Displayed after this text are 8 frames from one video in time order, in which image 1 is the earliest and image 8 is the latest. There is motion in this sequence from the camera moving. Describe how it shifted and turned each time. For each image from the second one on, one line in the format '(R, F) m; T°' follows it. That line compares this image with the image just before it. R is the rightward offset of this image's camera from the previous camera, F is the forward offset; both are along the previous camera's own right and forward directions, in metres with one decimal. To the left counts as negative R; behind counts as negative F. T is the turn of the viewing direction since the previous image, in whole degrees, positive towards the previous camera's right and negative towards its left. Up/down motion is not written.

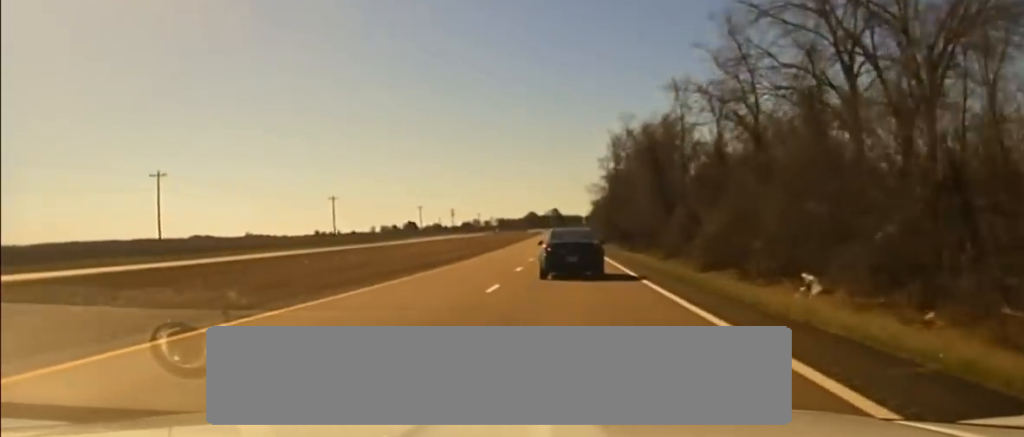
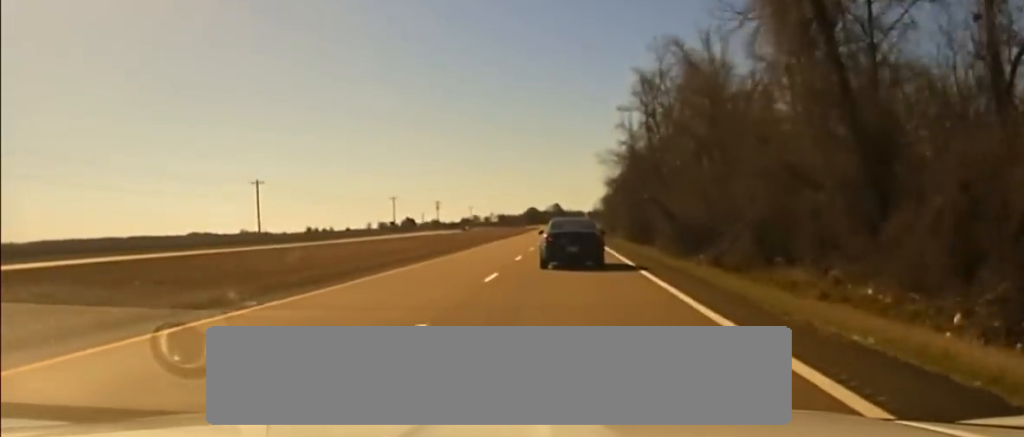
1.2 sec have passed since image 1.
(-0.3, +51.8) m; -1°
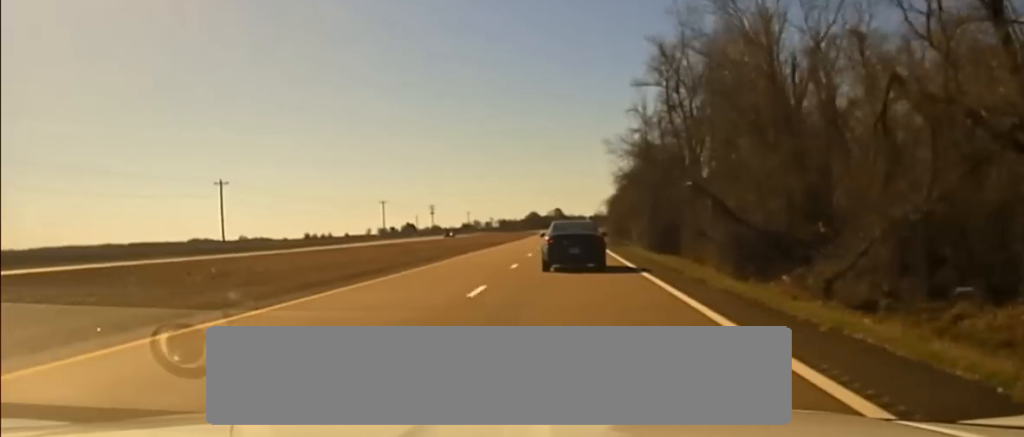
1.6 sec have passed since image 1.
(0.0, +18.3) m; 0°
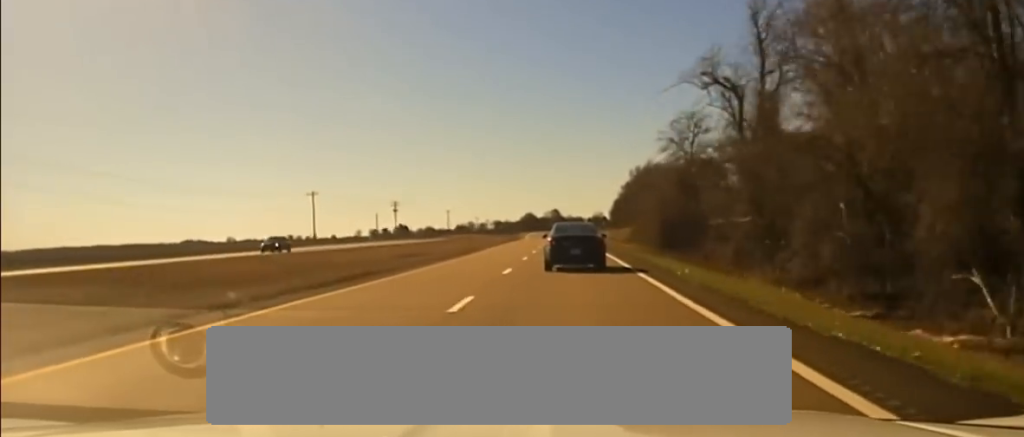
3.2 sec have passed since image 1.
(+0.6, +65.5) m; +1°
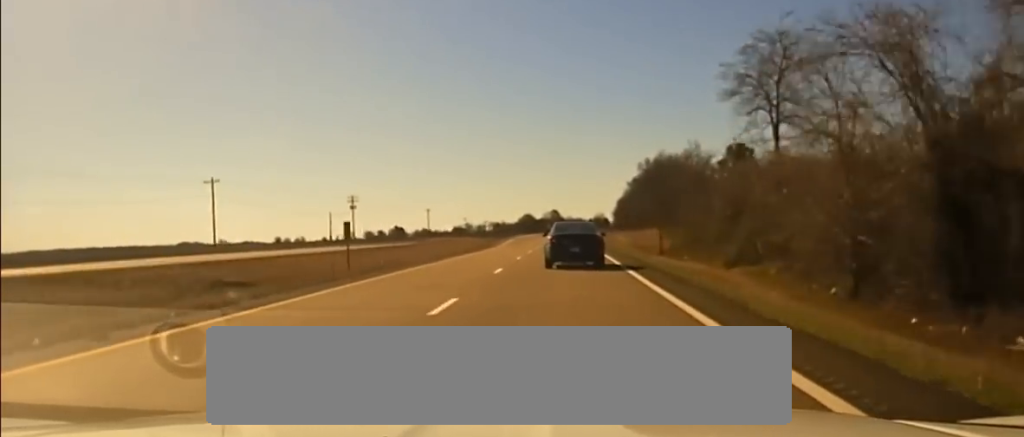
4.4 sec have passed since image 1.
(-0.1, +49.3) m; -1°
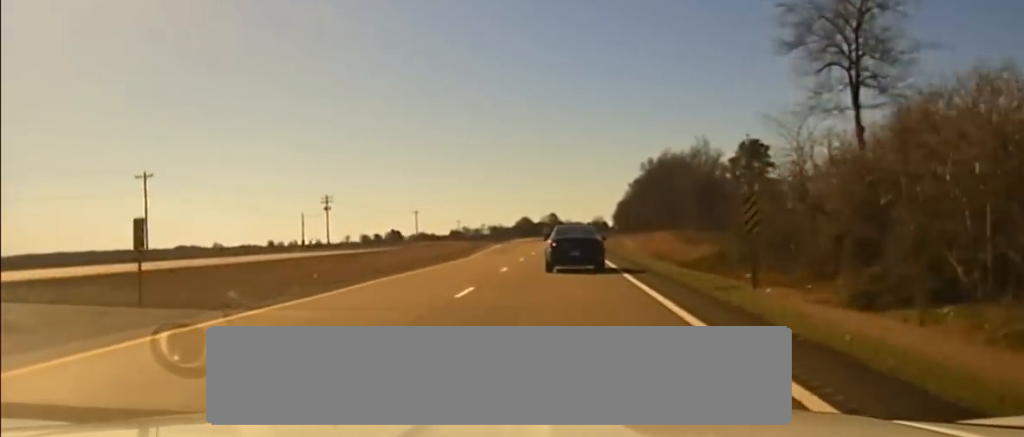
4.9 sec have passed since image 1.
(-0.2, +20.0) m; 0°
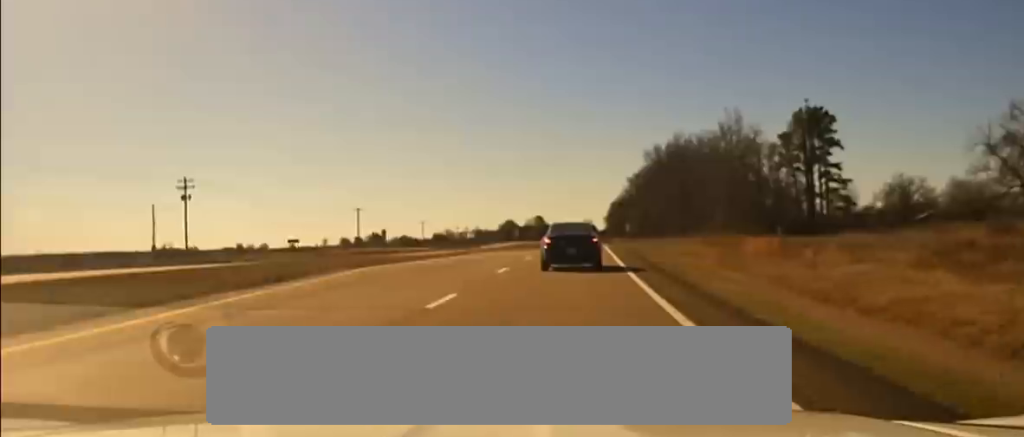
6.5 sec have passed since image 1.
(+0.4, +63.1) m; +1°
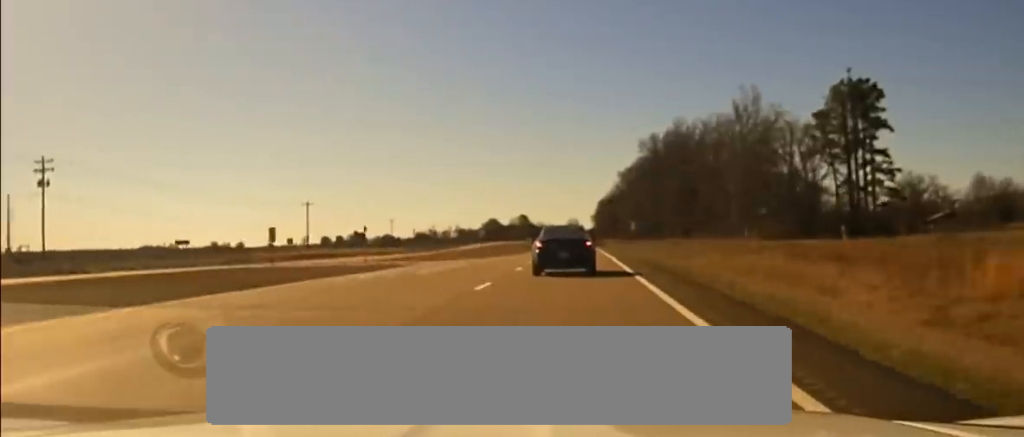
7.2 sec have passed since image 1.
(0.0, +29.7) m; 0°
